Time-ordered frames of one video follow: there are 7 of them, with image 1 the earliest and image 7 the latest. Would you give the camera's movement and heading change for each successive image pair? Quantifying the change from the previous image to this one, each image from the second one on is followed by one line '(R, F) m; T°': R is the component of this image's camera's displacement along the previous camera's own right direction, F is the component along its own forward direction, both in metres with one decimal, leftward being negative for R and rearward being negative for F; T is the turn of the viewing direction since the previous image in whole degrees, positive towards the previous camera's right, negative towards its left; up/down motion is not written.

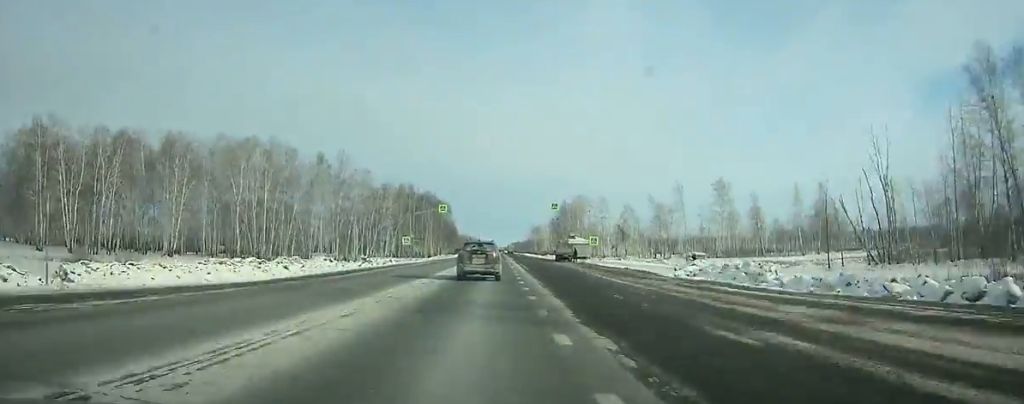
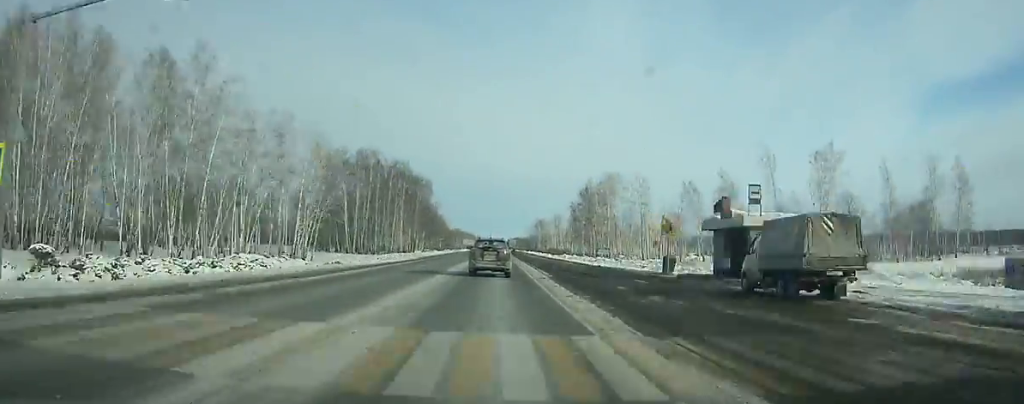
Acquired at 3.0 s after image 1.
(0.0, +67.1) m; 0°
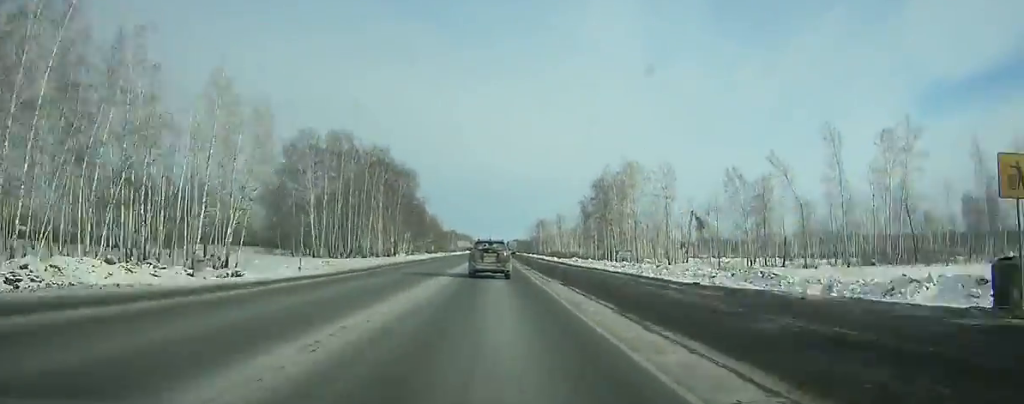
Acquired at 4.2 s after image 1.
(+0.1, +27.3) m; 0°
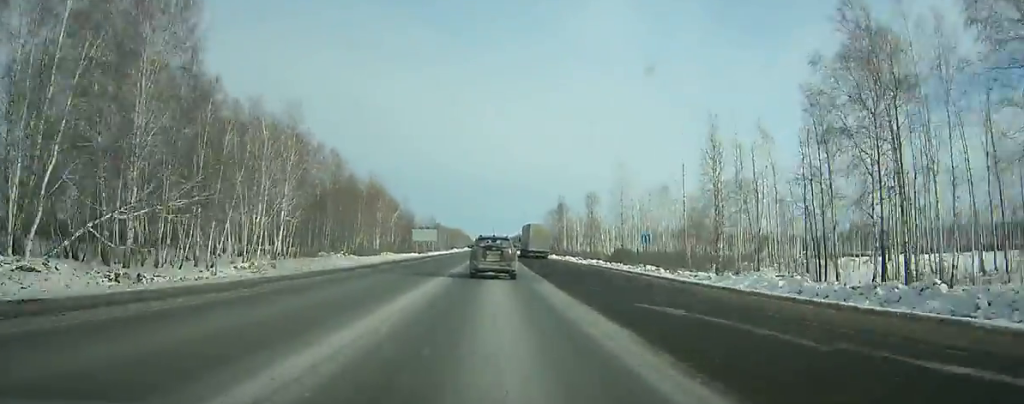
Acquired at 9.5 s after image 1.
(+0.7, +121.5) m; 0°
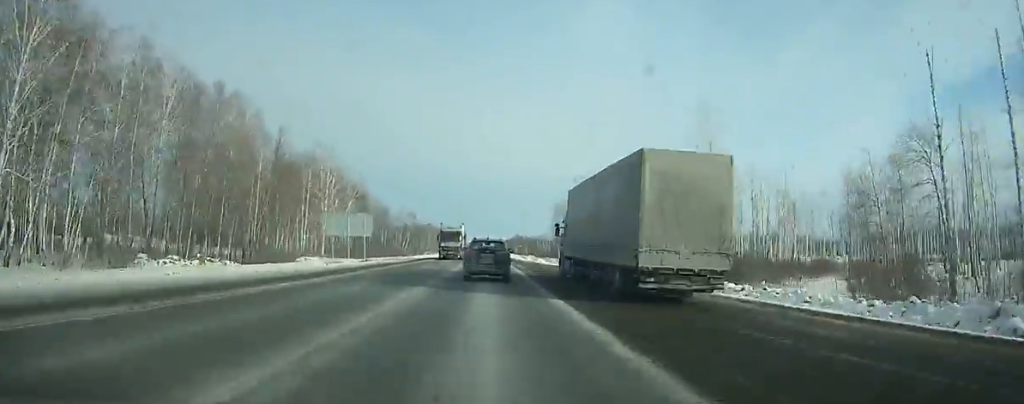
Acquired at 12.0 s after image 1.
(+0.1, +58.1) m; 0°
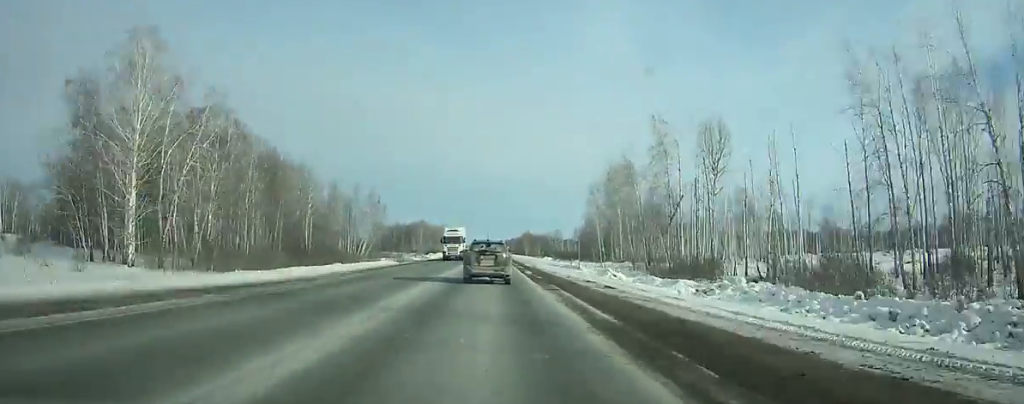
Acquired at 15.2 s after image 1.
(-0.1, +75.1) m; 0°
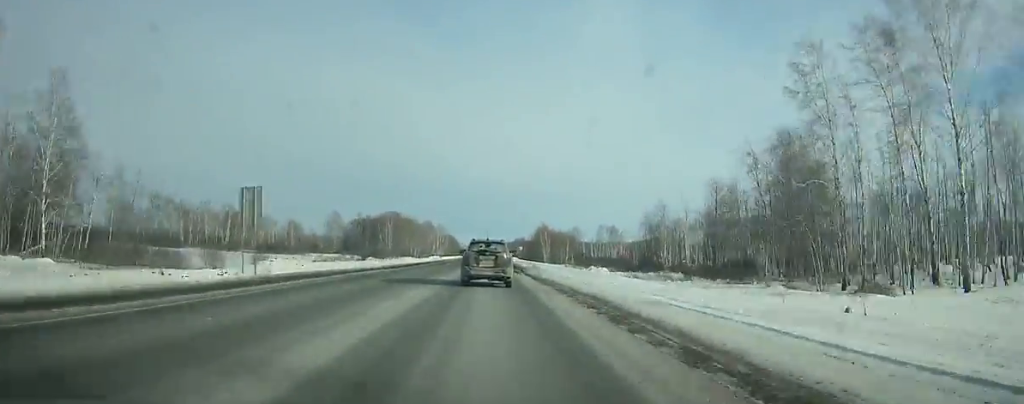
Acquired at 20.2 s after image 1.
(+0.1, +119.1) m; 0°
